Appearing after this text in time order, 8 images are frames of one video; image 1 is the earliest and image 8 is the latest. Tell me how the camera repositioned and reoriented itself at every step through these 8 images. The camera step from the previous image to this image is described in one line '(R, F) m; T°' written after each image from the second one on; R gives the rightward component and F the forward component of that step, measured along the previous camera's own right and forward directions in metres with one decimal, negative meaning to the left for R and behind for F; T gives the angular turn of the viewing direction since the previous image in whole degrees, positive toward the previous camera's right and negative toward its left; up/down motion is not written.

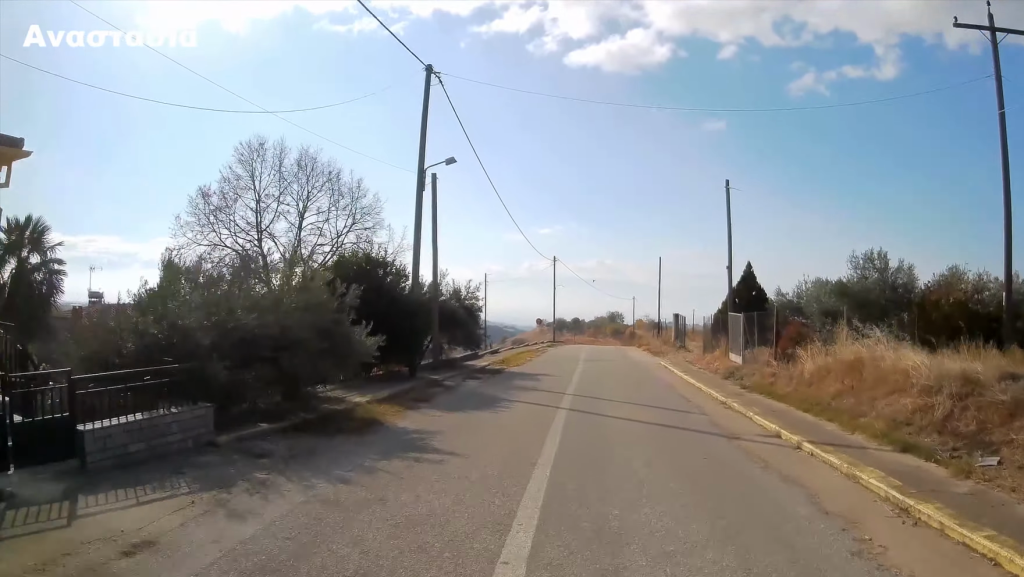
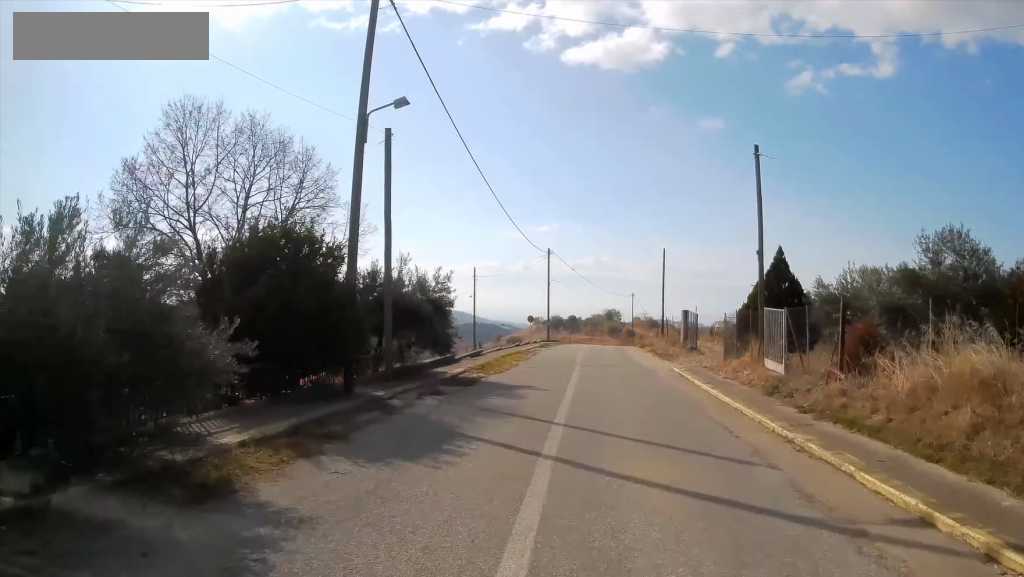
(-0.1, +4.9) m; 0°
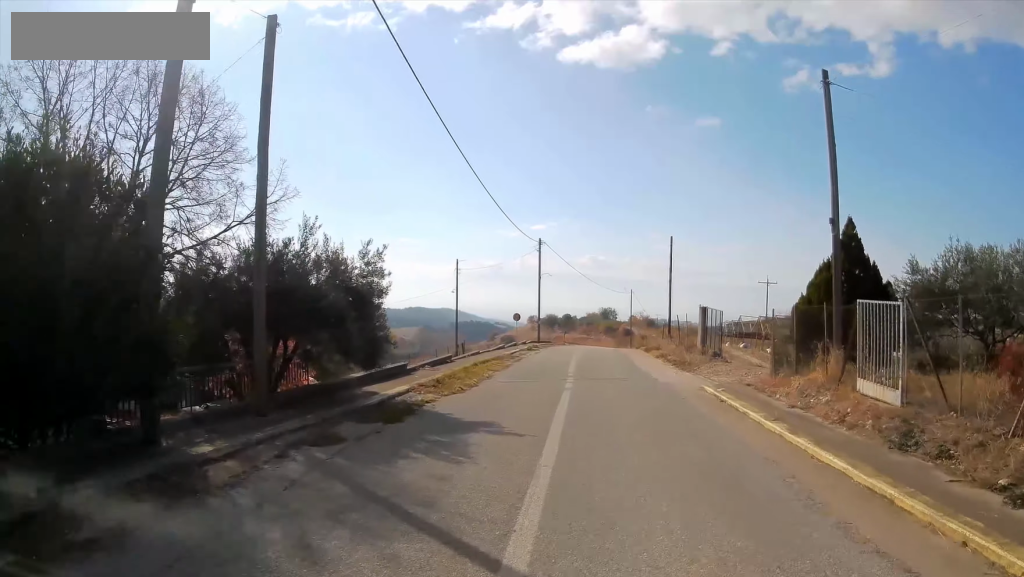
(+0.1, +6.5) m; +1°
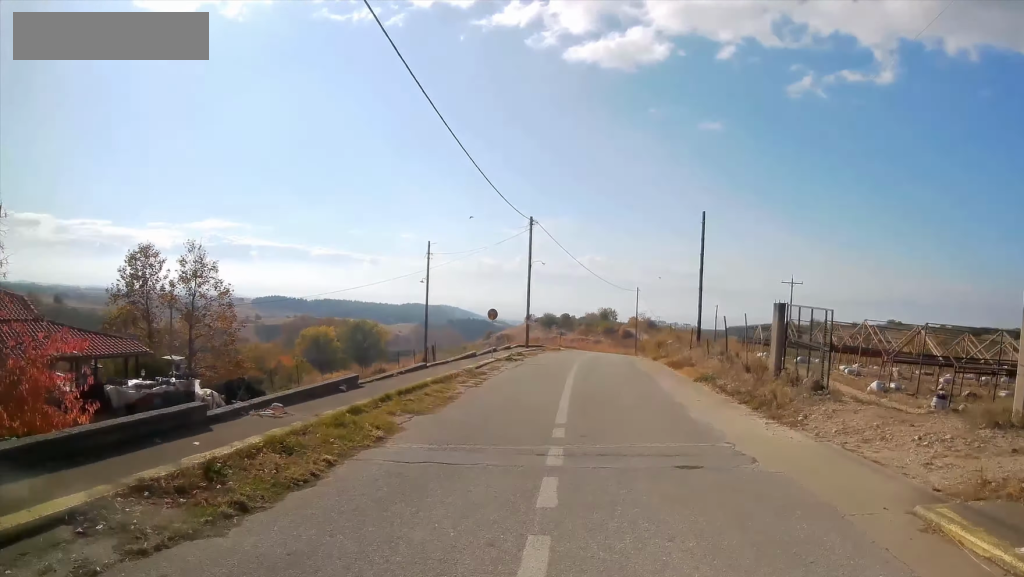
(0.0, +11.0) m; +1°
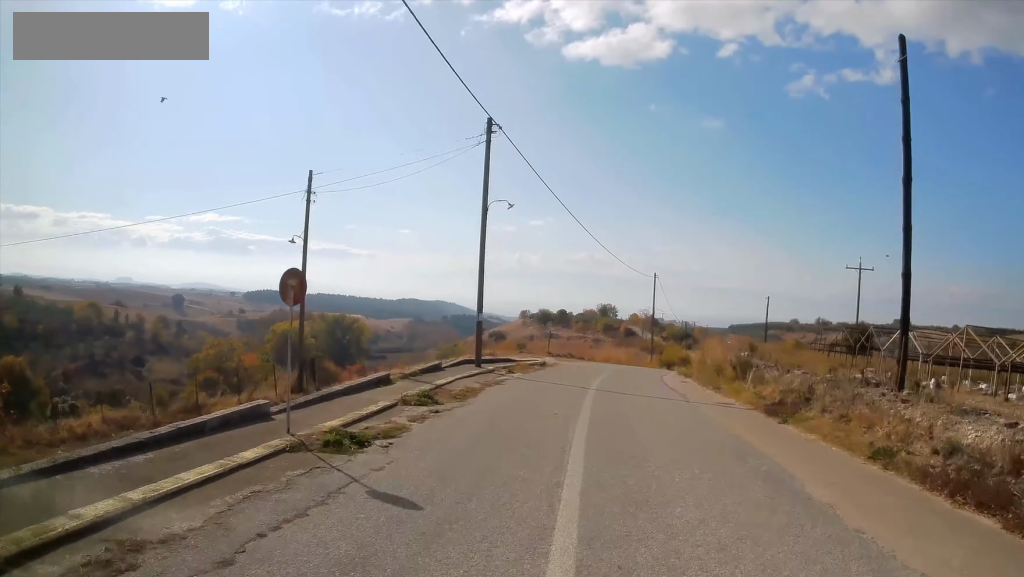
(-0.2, +20.8) m; -2°
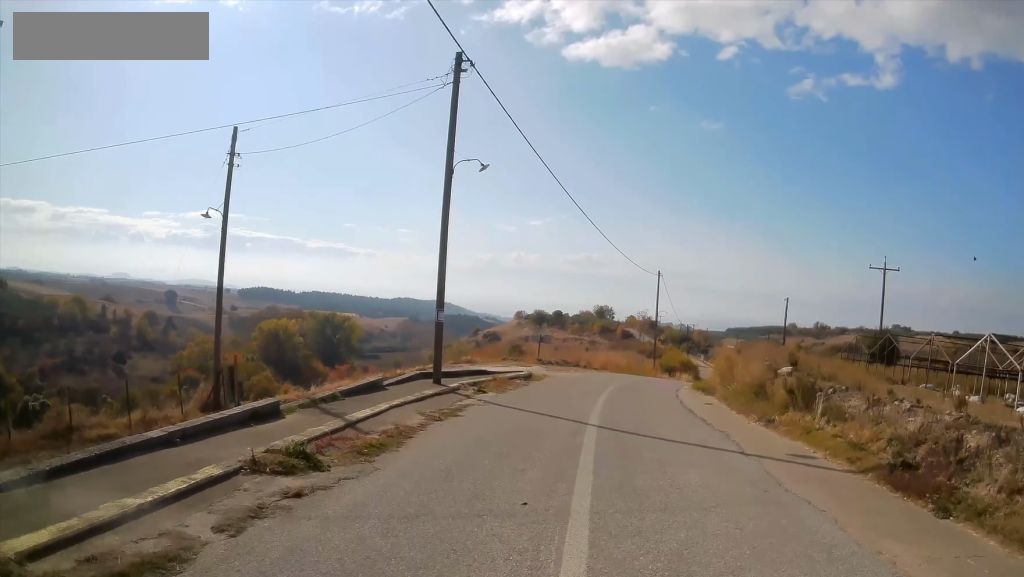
(0.0, +5.9) m; 0°
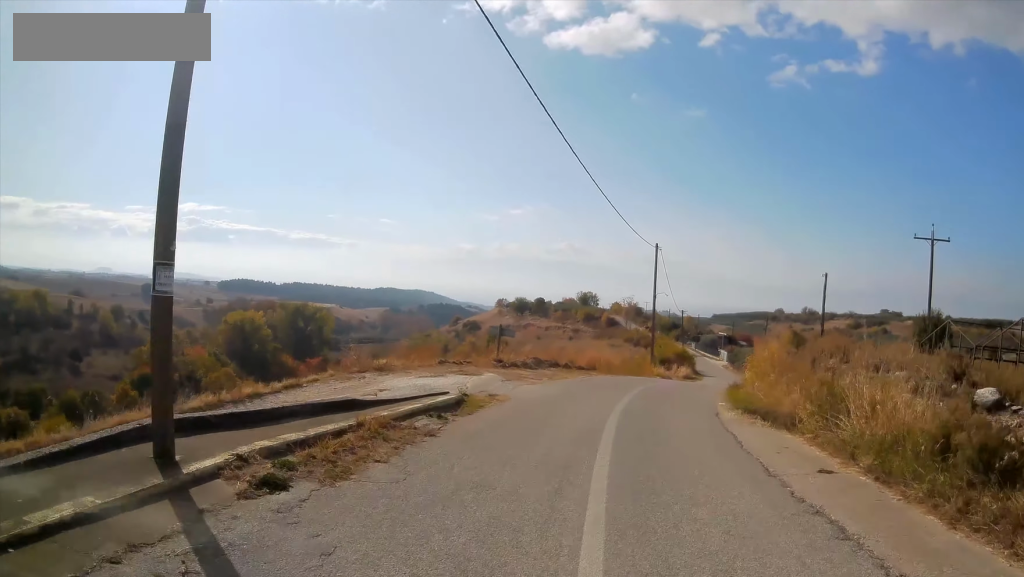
(+0.1, +10.7) m; +4°
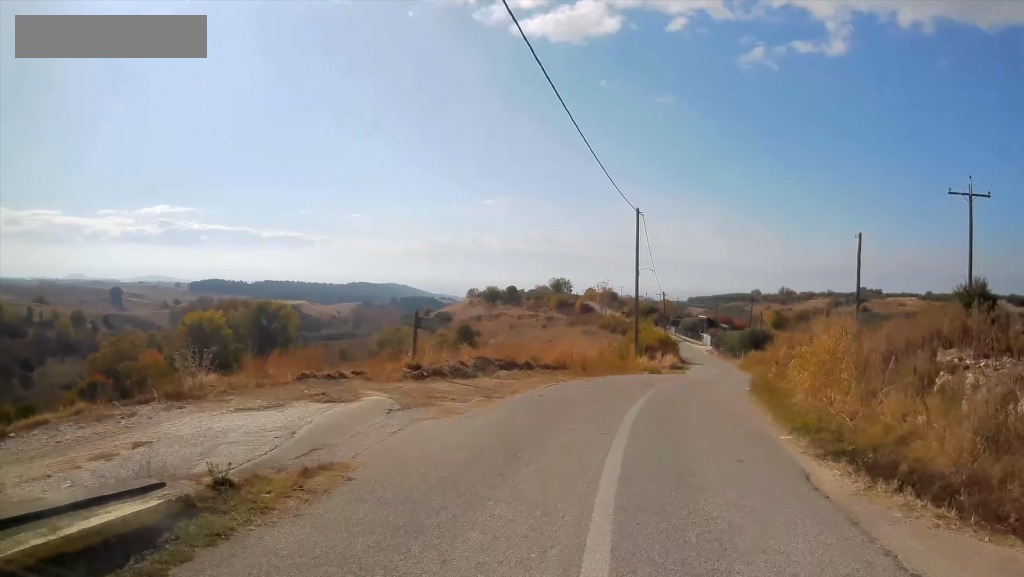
(+0.3, +8.2) m; +6°
